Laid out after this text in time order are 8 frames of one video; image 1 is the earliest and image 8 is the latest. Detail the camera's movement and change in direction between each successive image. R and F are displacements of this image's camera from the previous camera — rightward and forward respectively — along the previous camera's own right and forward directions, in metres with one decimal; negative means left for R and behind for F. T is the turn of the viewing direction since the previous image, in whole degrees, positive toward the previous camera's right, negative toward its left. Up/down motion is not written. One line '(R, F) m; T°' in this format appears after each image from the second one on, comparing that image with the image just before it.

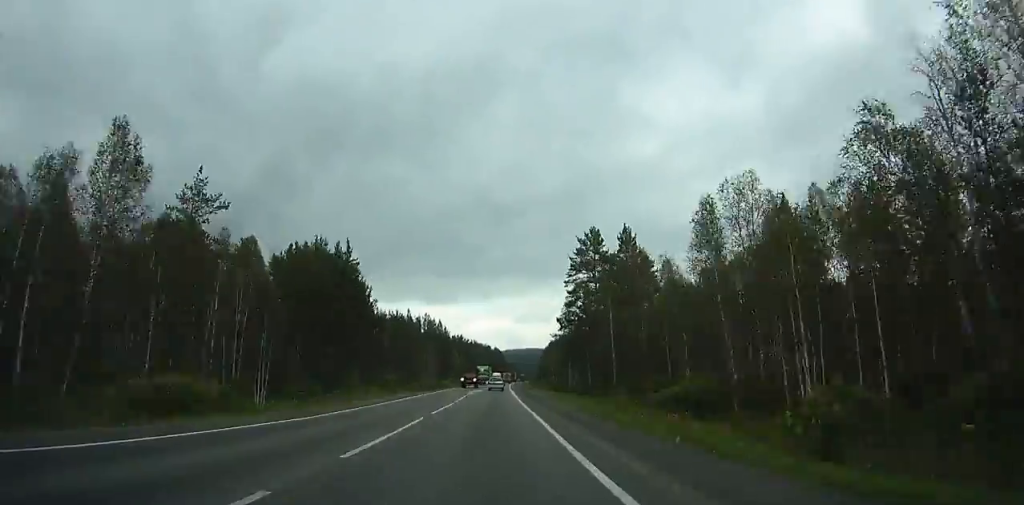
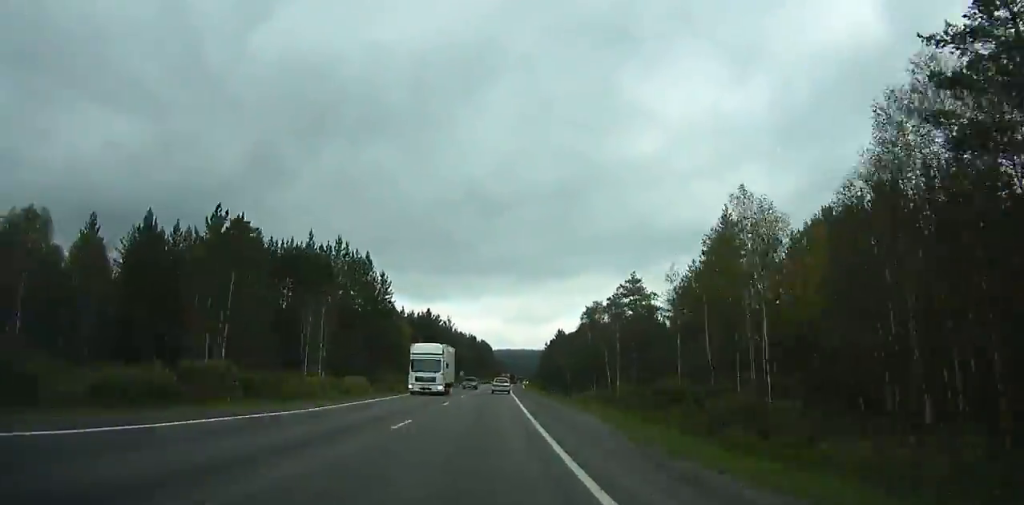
(+0.5, +84.1) m; +1°
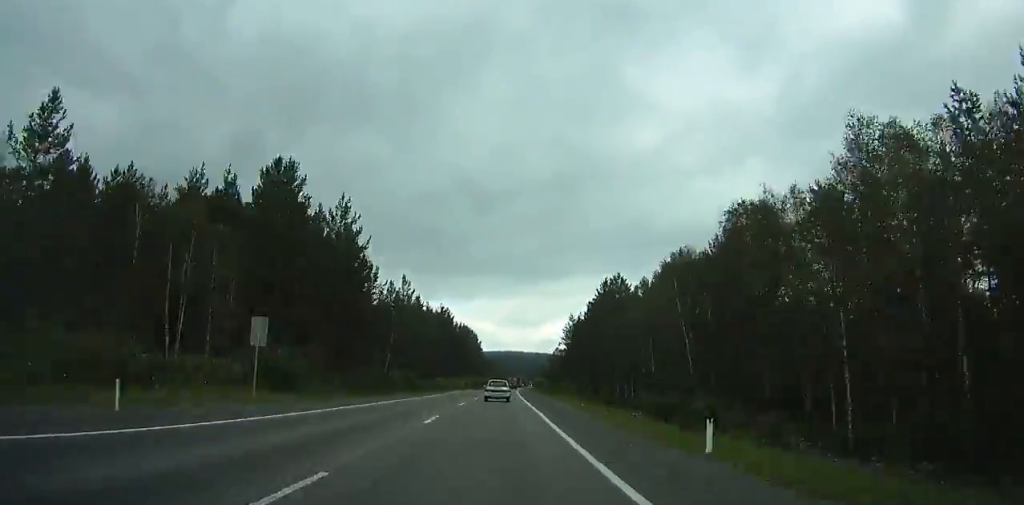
(+1.5, +104.2) m; +1°
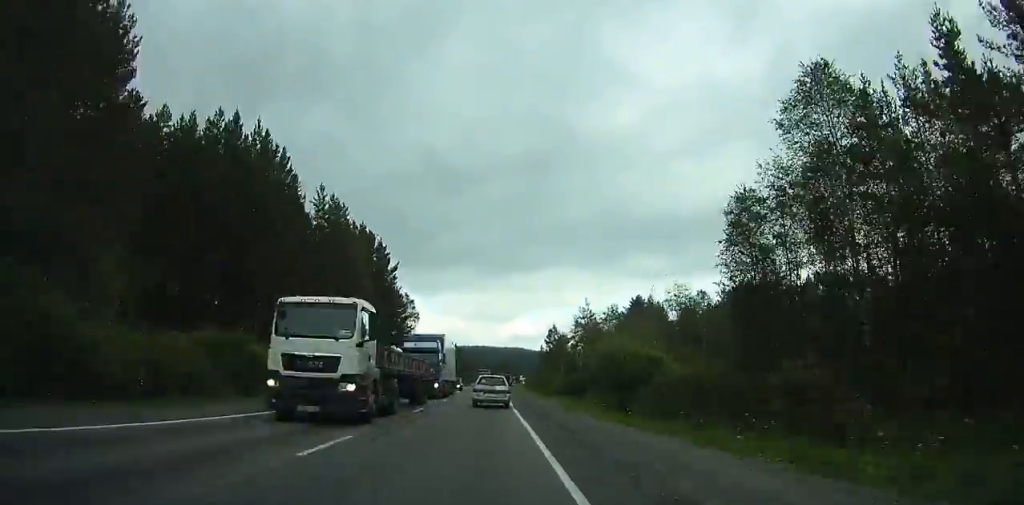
(+2.5, +150.6) m; +2°
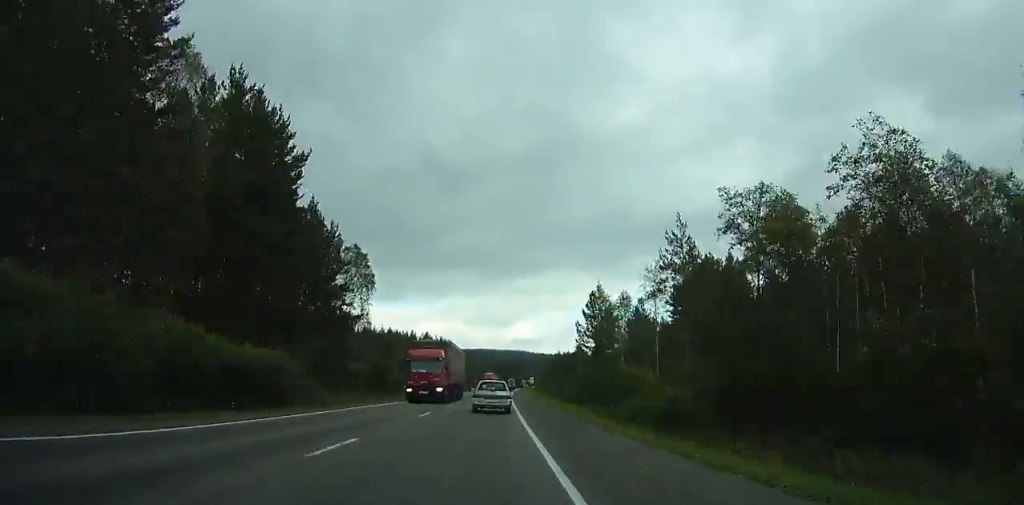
(+0.1, +49.6) m; +1°
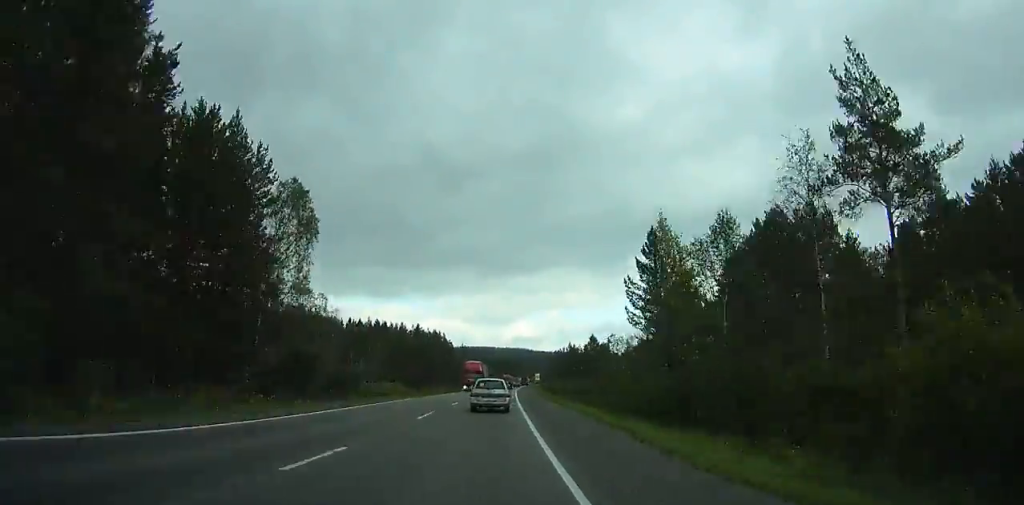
(0.0, +26.0) m; +1°
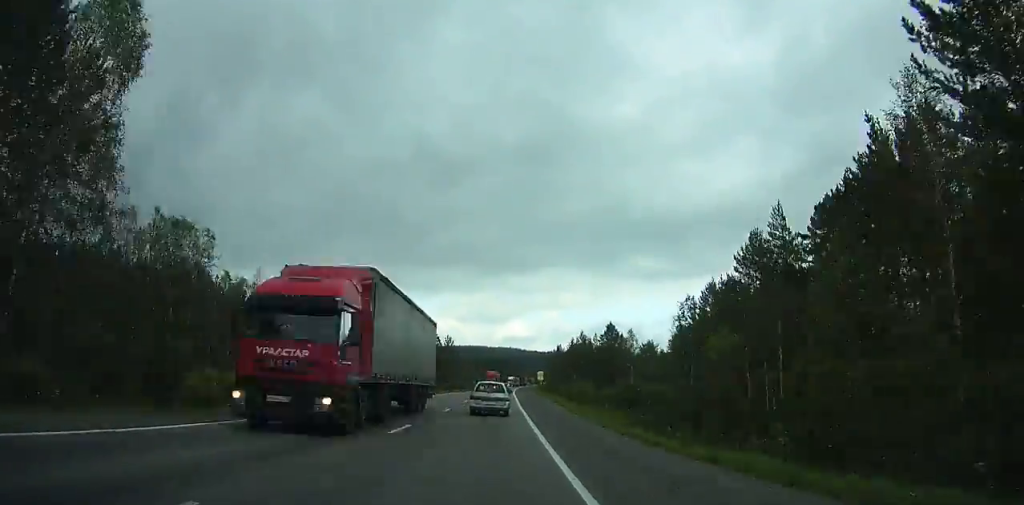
(+0.4, +28.8) m; +1°
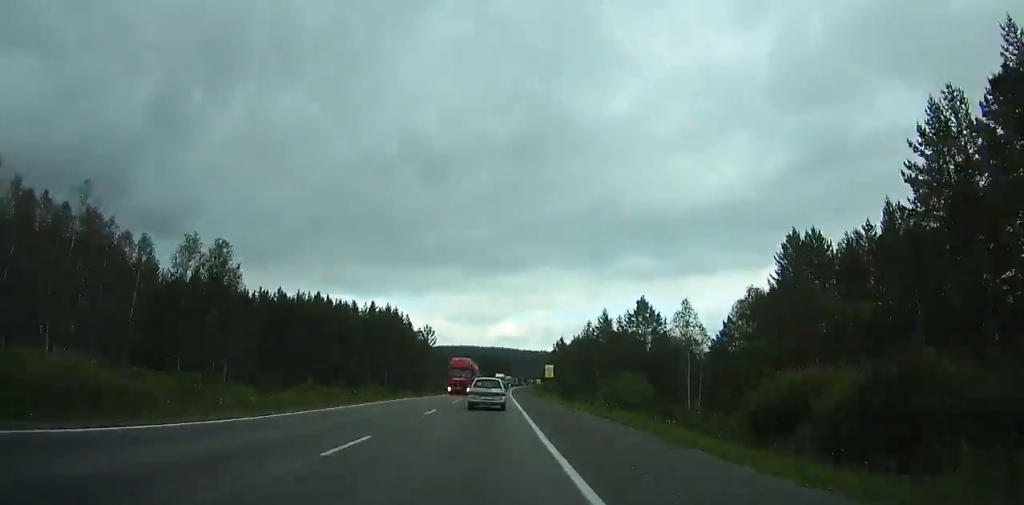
(+0.2, +30.4) m; +1°
